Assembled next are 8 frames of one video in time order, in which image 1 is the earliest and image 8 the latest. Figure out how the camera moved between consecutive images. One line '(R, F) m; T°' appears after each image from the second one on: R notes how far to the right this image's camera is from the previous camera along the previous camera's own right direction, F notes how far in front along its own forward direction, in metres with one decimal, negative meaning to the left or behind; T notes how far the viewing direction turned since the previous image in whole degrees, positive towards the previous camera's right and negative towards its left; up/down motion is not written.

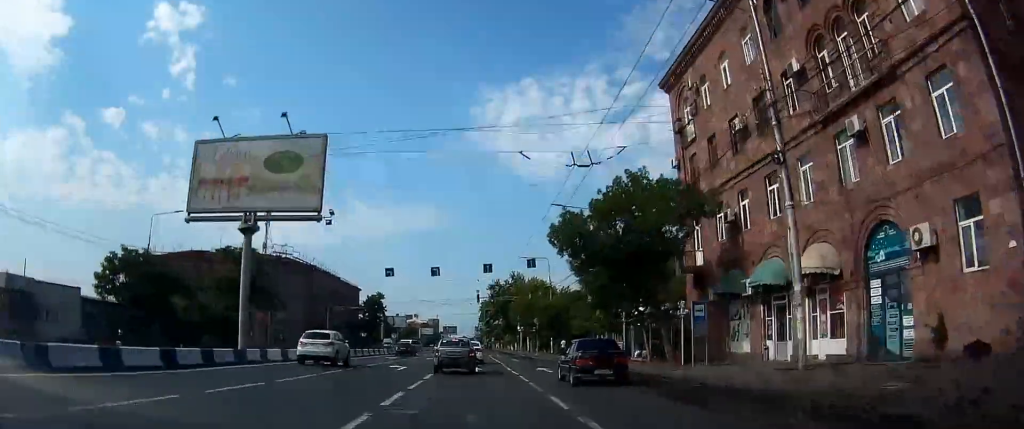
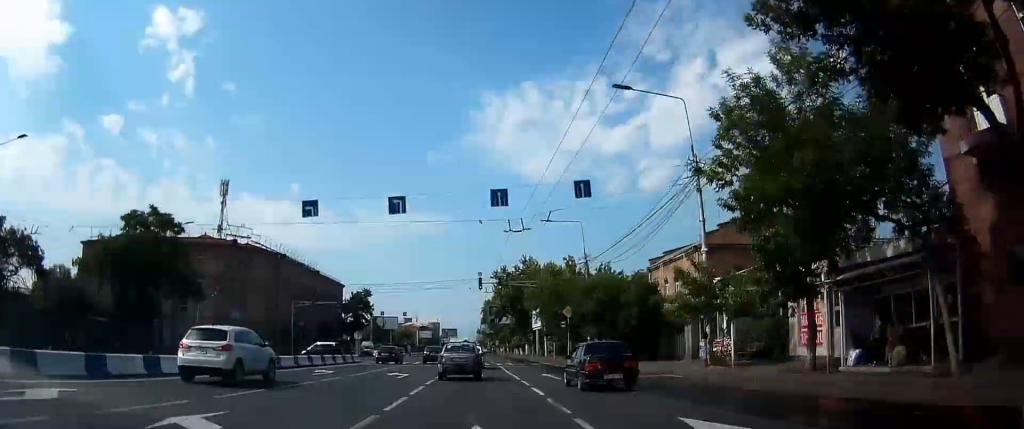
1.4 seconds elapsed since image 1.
(0.0, +22.2) m; 0°
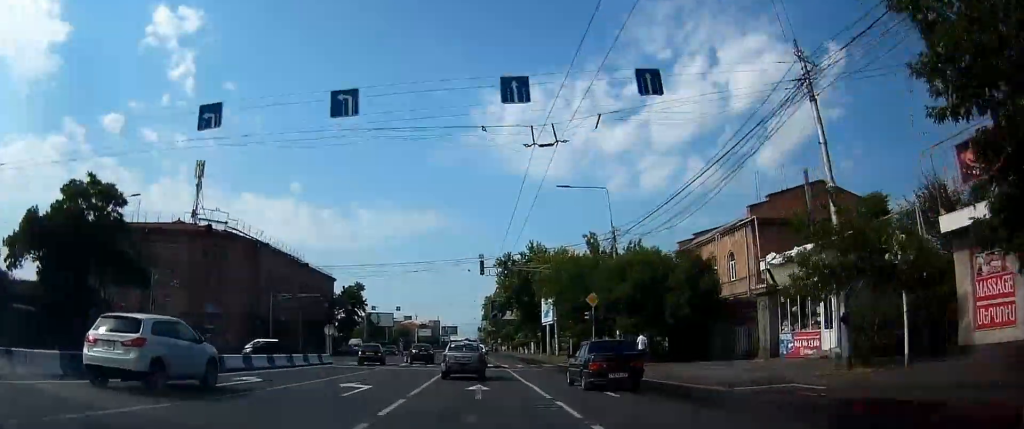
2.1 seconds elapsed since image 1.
(+0.1, +9.5) m; 0°
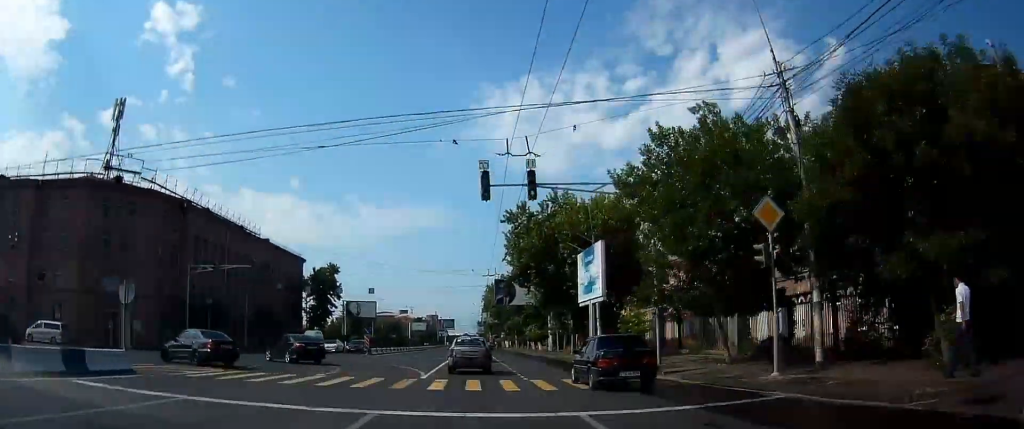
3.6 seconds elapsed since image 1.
(+0.2, +22.7) m; +2°
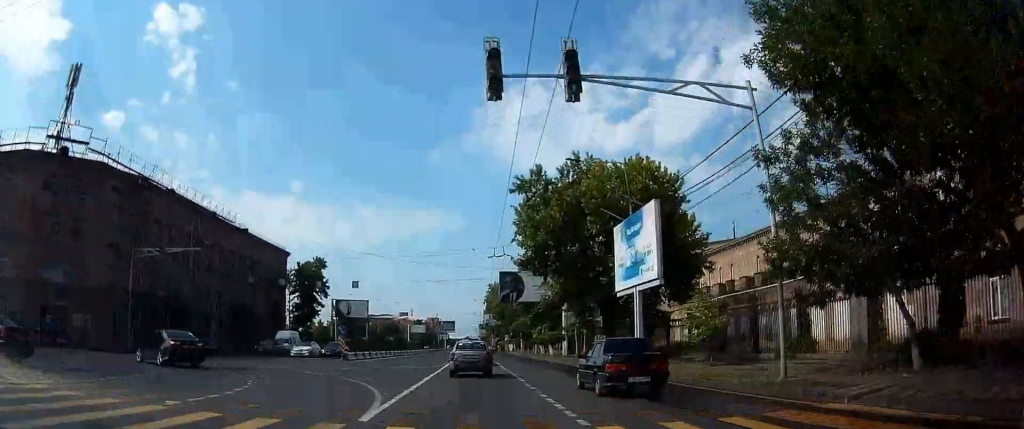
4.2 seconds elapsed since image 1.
(+0.3, +10.2) m; 0°
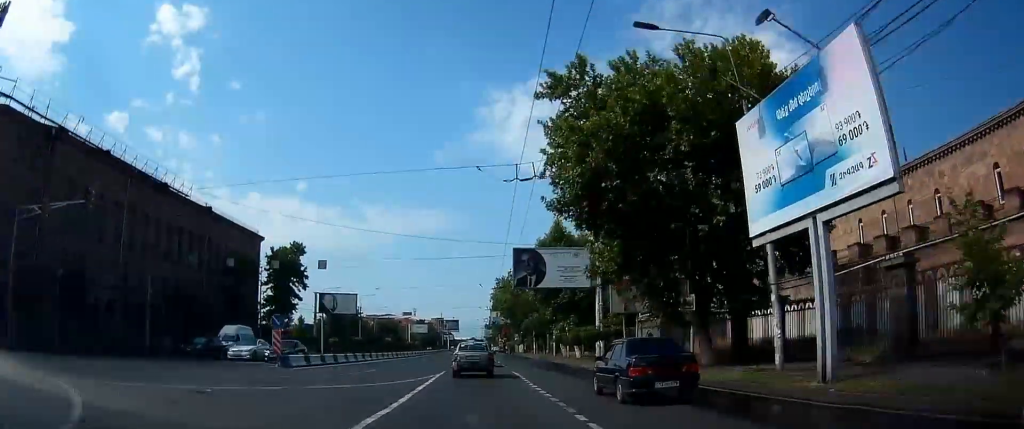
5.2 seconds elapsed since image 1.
(-0.5, +14.5) m; -2°
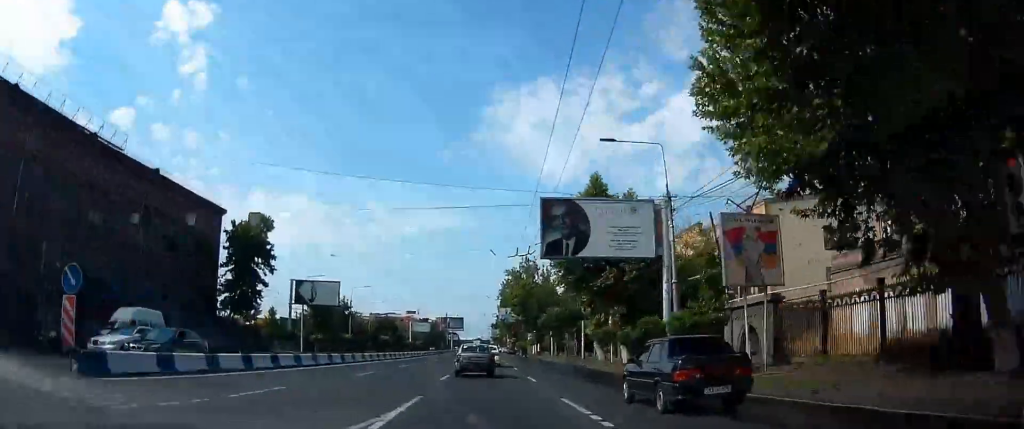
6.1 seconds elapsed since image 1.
(0.0, +14.8) m; +1°
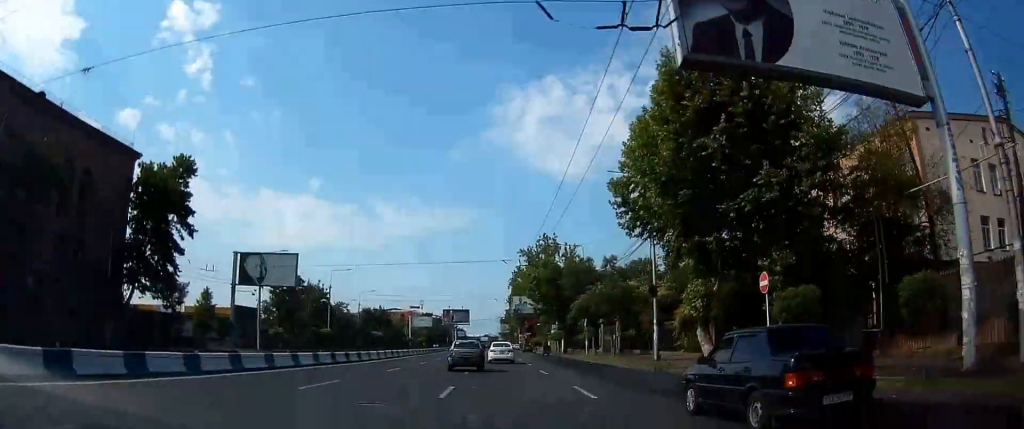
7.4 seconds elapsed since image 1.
(+0.3, +20.8) m; -1°
